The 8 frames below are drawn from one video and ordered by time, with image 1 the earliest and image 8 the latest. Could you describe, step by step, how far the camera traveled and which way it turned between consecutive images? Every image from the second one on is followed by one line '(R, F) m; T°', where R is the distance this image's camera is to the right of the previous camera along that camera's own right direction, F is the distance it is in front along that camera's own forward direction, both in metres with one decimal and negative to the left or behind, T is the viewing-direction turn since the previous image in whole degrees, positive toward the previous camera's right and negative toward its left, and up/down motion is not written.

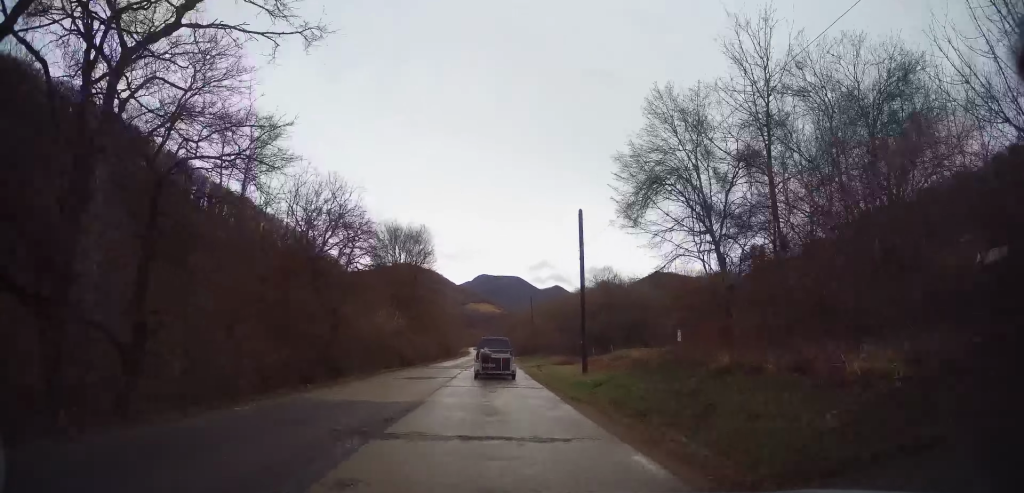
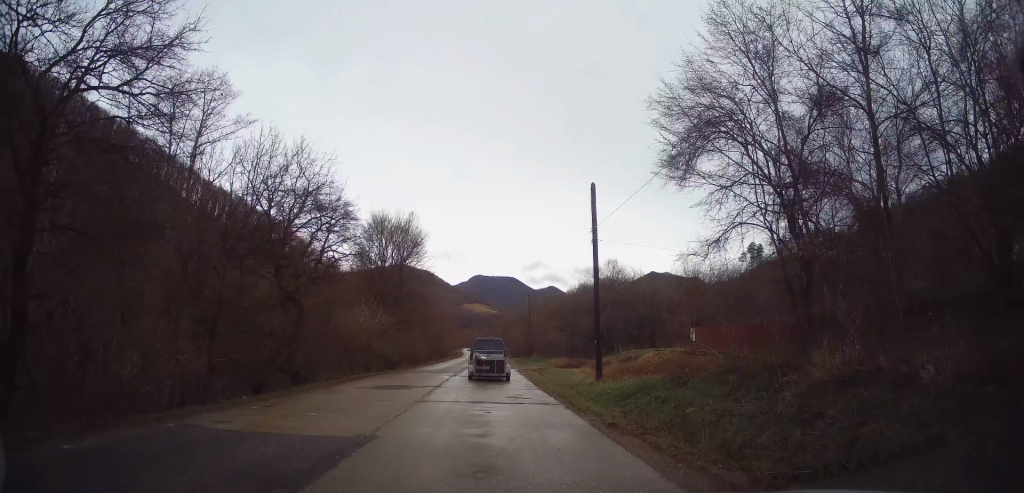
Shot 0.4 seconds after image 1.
(-0.1, +4.6) m; -1°
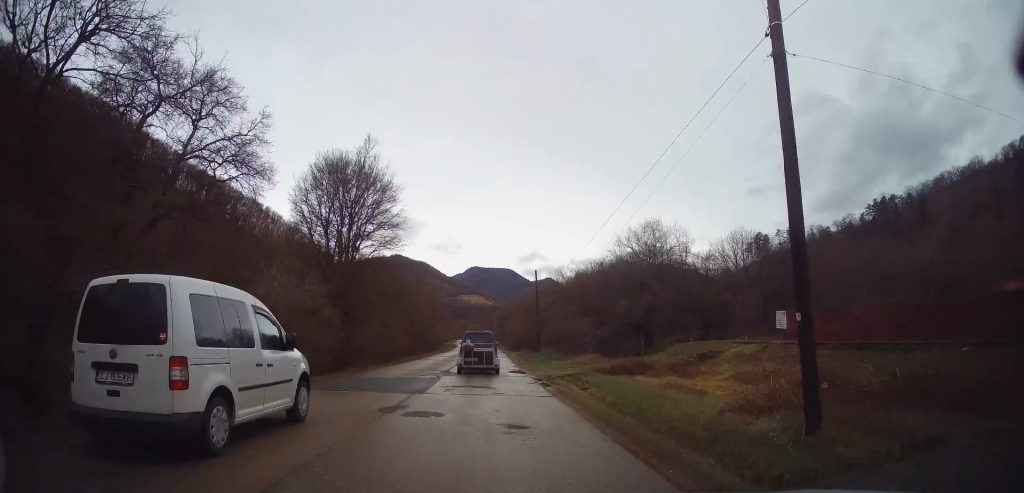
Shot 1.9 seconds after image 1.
(-0.3, +15.3) m; -1°
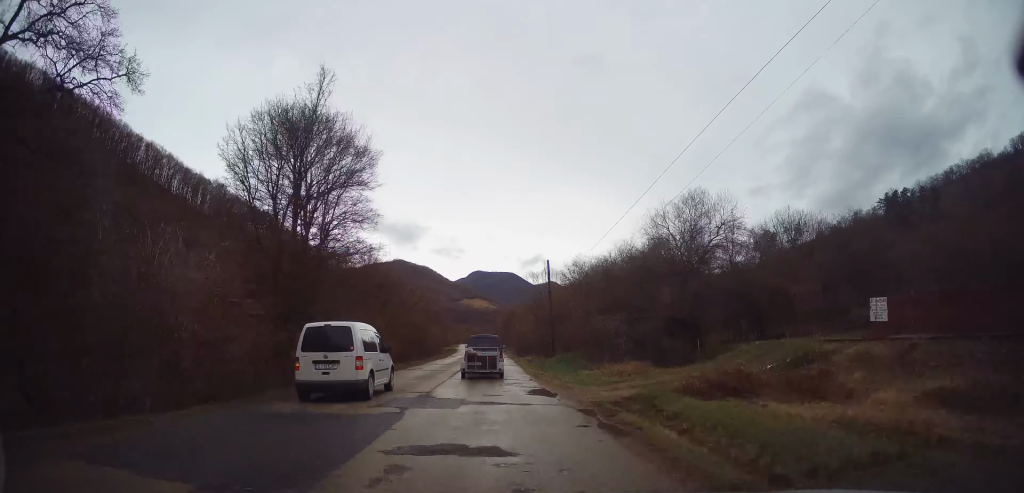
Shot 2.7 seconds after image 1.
(0.0, +8.7) m; 0°
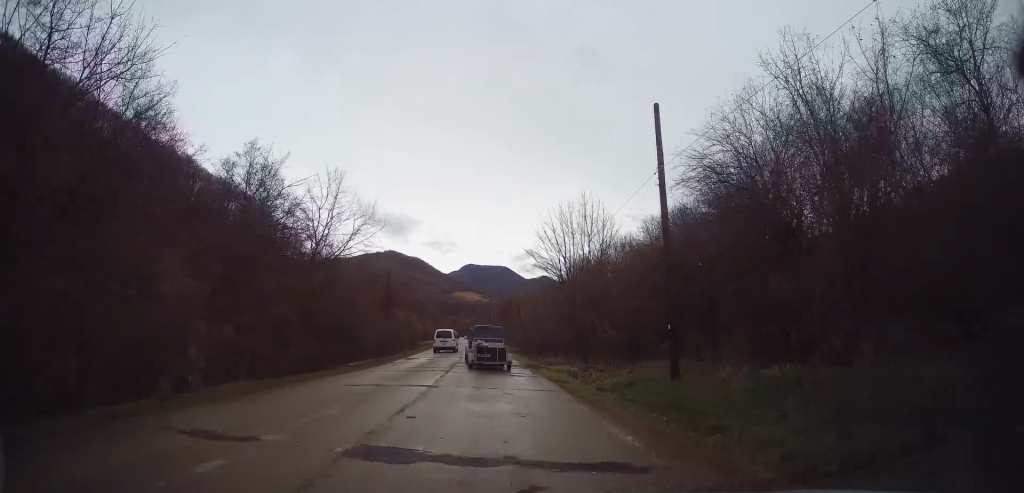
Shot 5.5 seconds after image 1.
(+1.0, +30.0) m; +2°
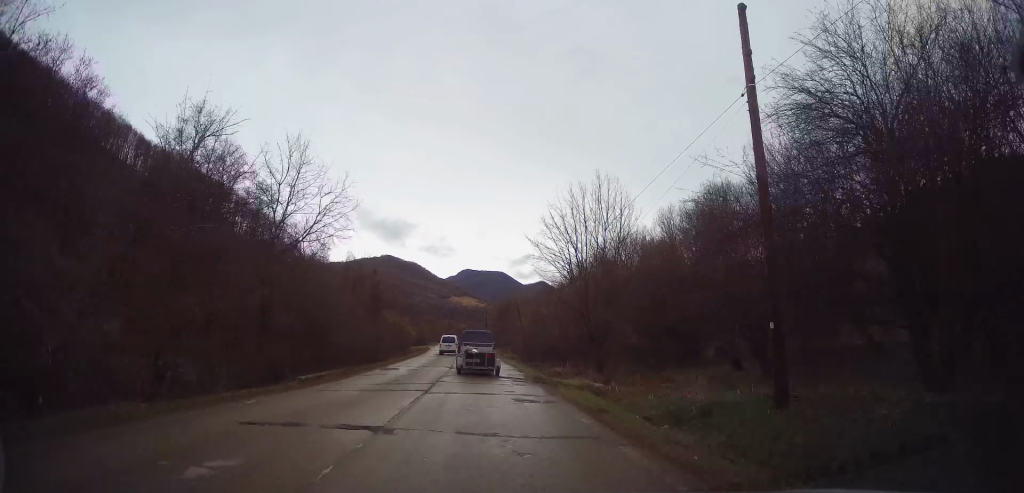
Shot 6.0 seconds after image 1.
(-0.3, +5.9) m; -1°
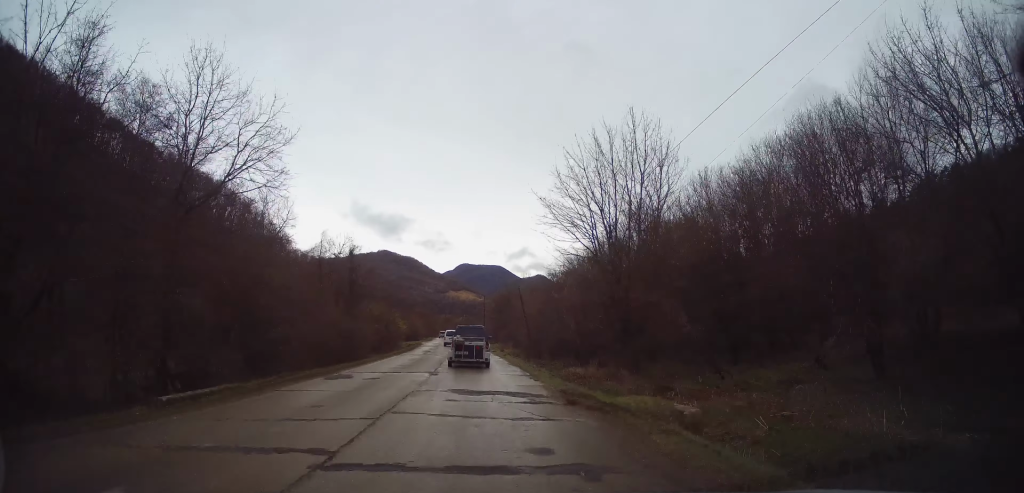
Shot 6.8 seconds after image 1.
(+0.2, +8.2) m; -1°
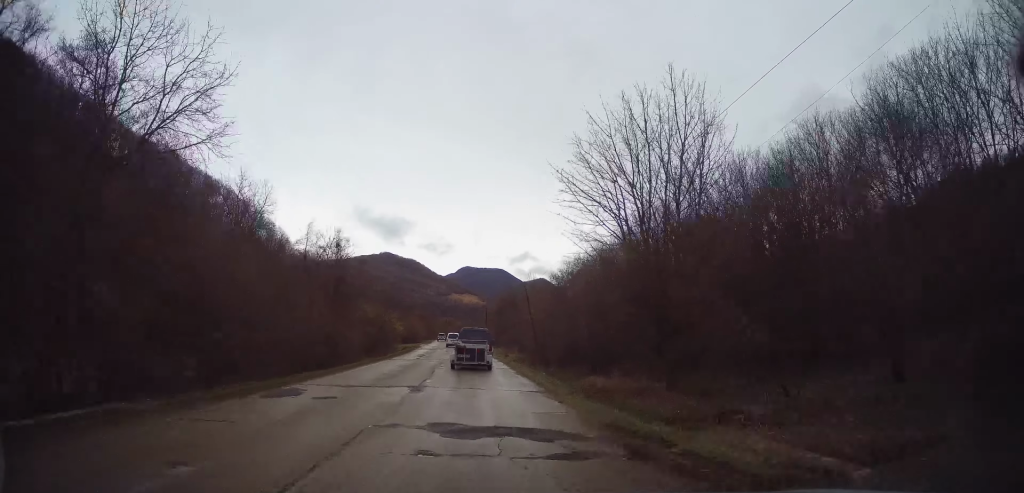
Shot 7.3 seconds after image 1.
(0.0, +4.8) m; -1°
